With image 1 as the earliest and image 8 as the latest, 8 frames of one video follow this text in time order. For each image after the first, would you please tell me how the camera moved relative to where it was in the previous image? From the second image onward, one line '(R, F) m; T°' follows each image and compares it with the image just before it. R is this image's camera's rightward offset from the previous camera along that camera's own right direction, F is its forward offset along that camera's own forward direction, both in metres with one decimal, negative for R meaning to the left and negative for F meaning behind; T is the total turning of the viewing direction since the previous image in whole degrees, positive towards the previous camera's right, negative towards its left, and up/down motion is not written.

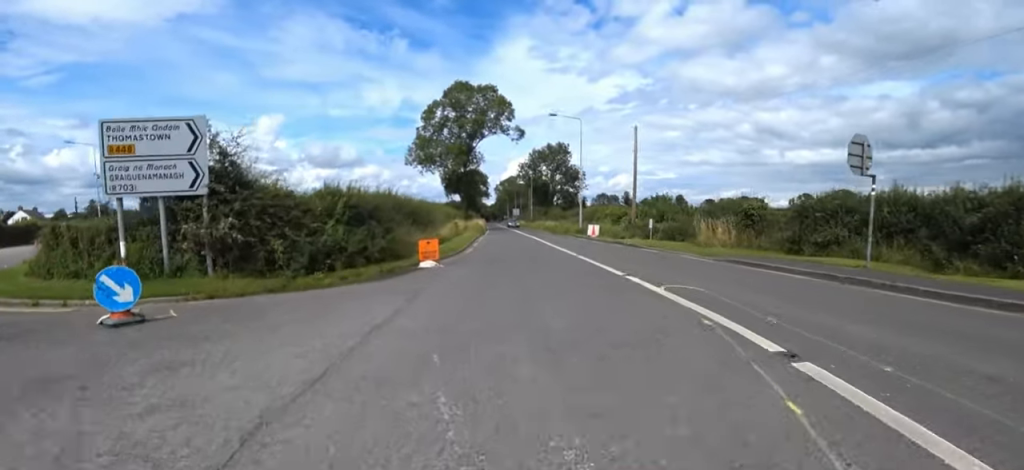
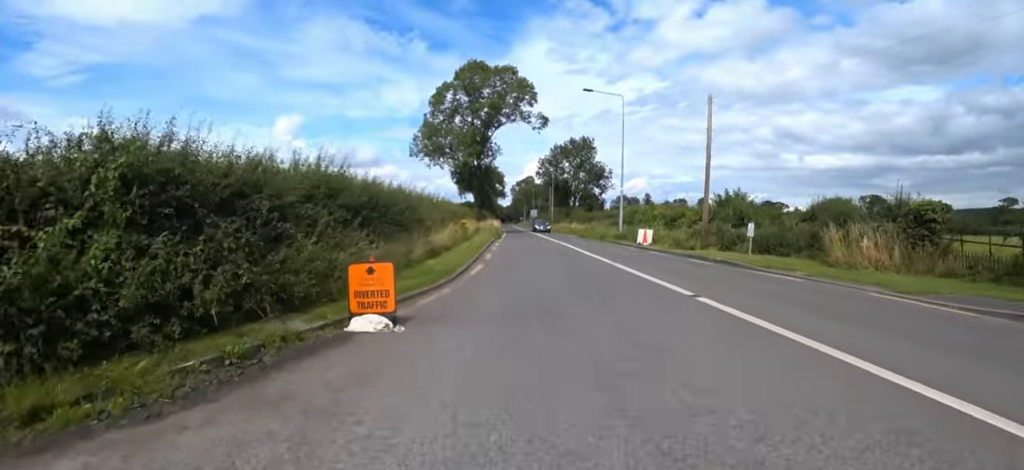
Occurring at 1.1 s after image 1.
(0.0, +7.3) m; 0°
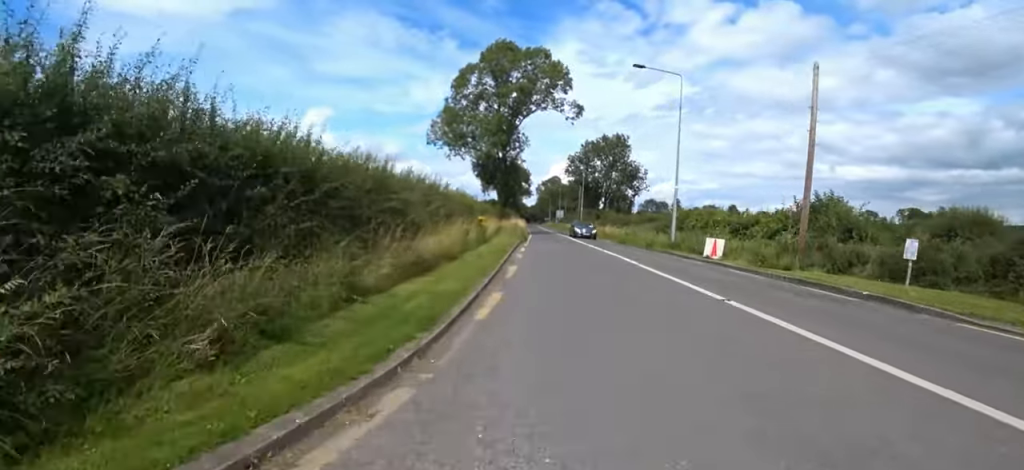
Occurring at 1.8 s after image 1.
(0.0, +5.1) m; +1°
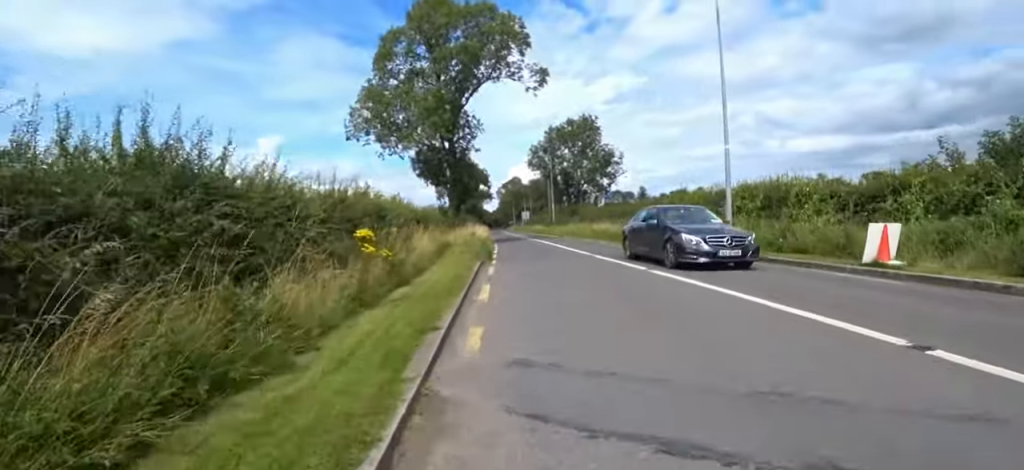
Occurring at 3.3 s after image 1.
(+0.4, +9.9) m; +5°
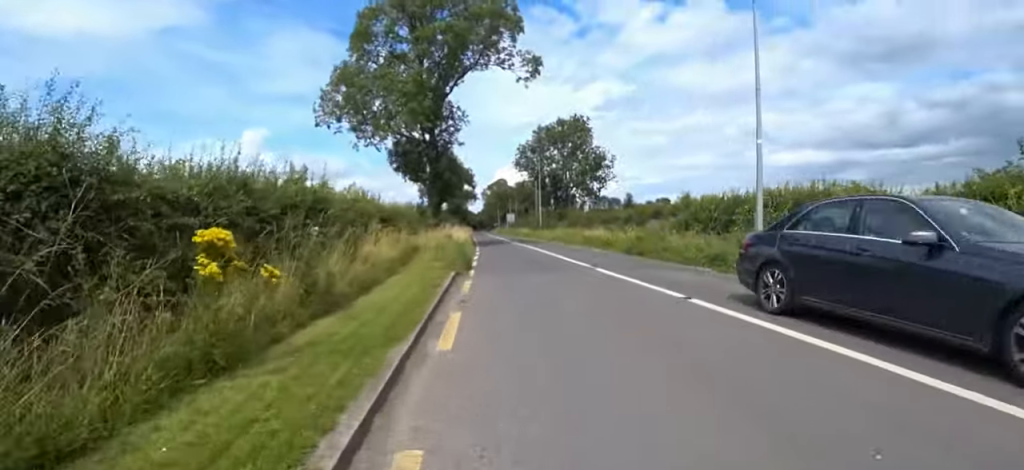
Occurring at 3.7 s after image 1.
(+0.1, +2.9) m; +1°
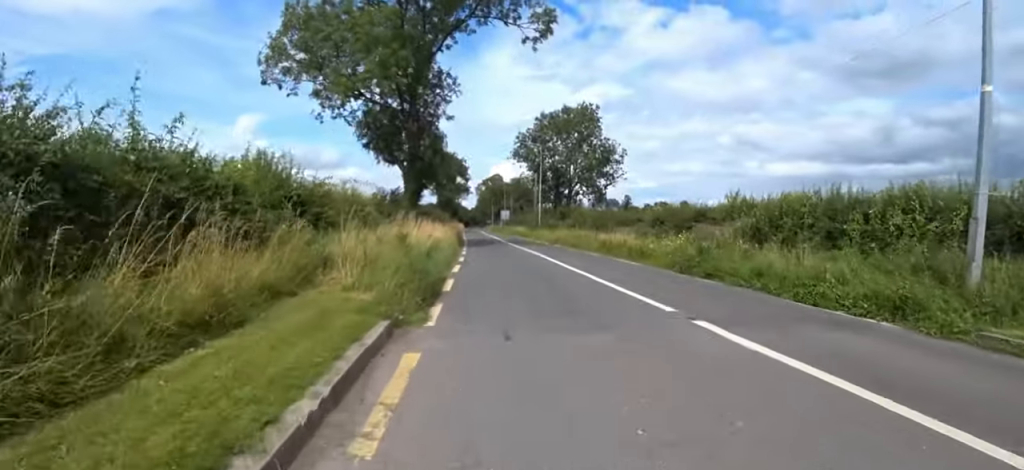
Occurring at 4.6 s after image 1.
(0.0, +6.4) m; +4°
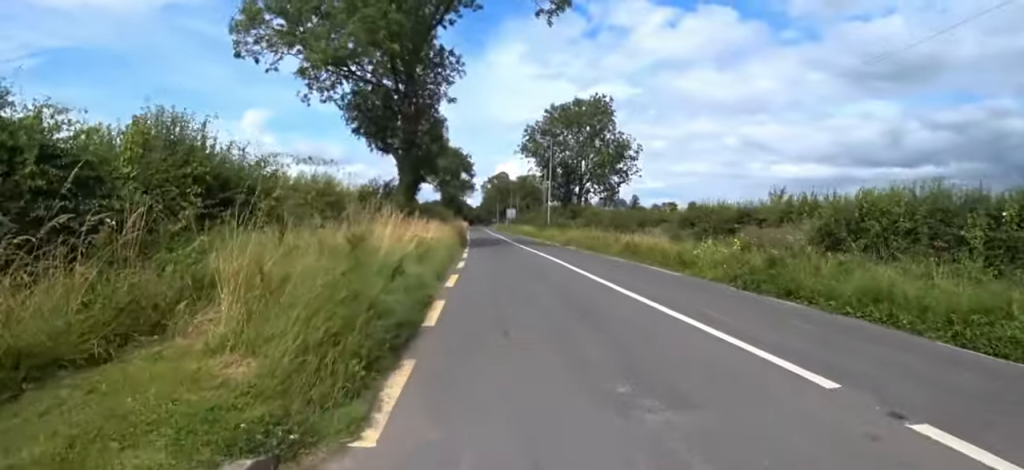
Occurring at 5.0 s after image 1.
(+0.2, +3.0) m; -1°
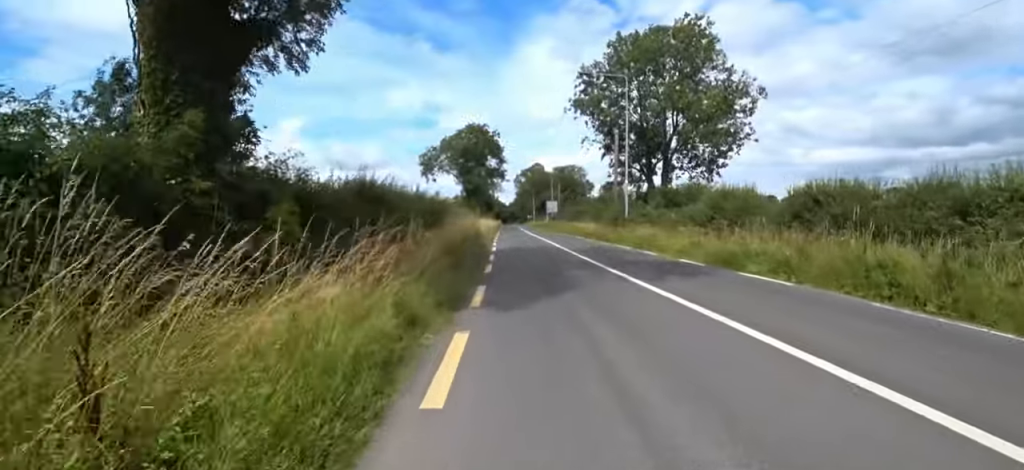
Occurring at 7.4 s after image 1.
(-1.8, +16.9) m; -10°
